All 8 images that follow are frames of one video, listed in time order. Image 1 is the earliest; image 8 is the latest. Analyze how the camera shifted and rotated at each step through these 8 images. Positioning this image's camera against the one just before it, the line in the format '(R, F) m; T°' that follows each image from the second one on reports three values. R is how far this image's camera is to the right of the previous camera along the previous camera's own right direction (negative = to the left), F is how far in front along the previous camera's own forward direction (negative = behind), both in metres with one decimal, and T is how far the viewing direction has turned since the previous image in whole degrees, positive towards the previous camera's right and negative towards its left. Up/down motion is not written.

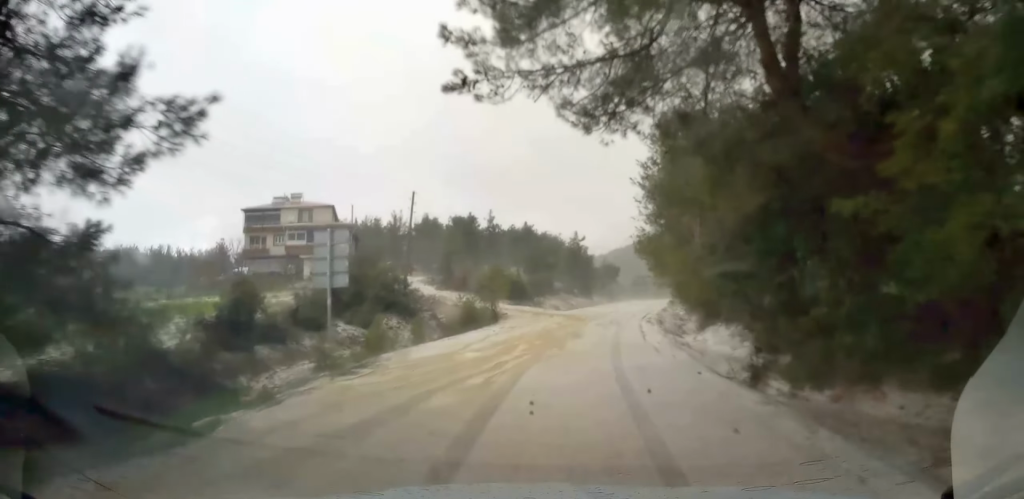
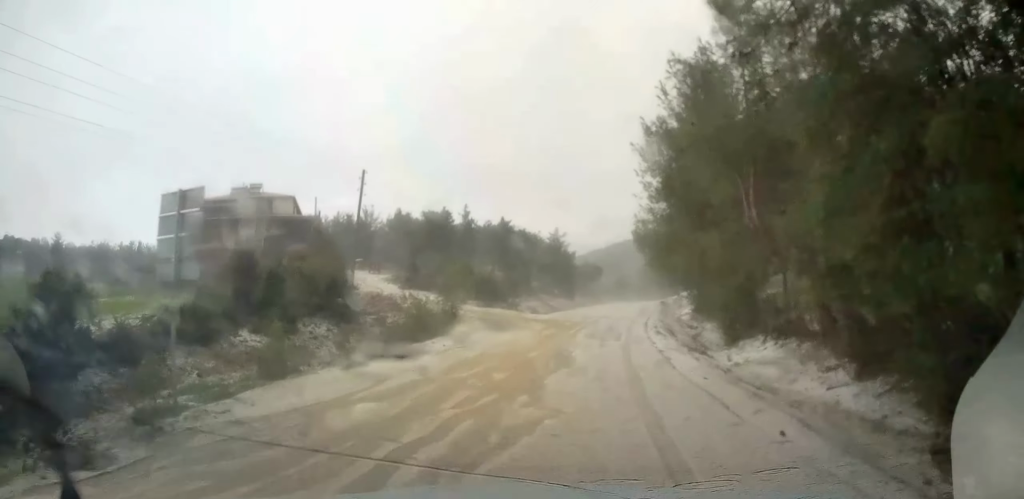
(+0.3, +7.0) m; +4°
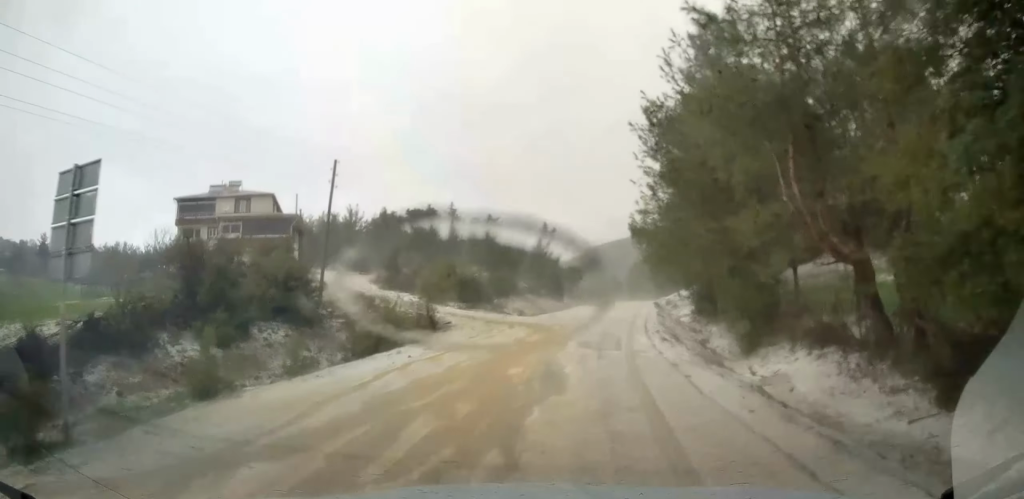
(+0.1, +2.8) m; +1°
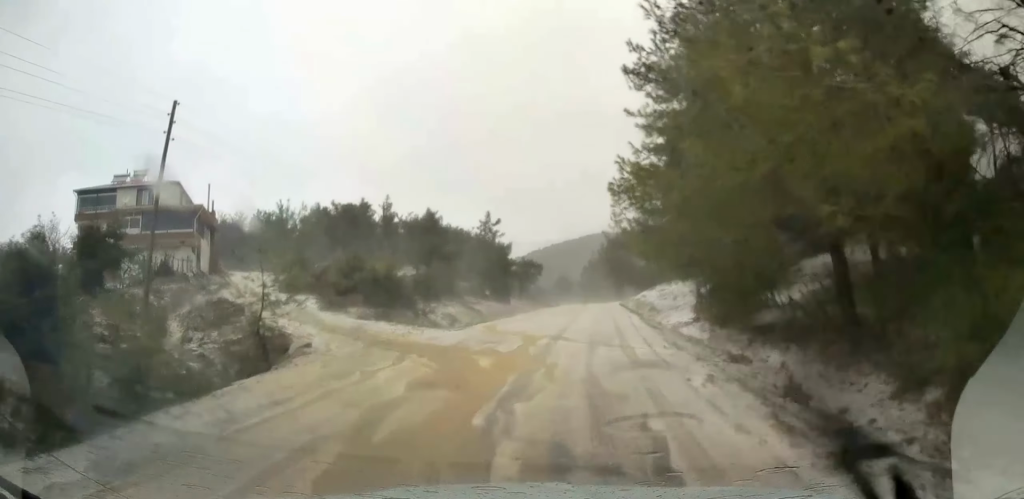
(+0.2, +11.0) m; +2°
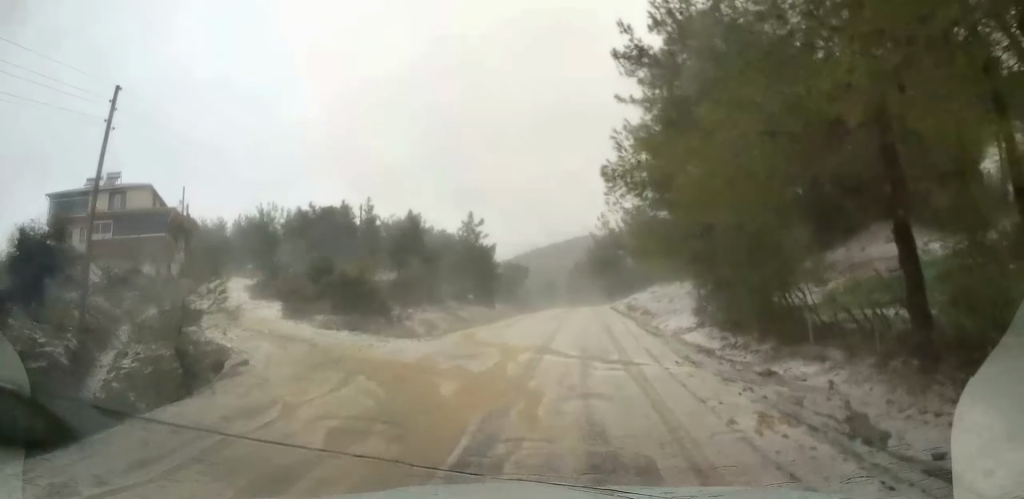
(+0.1, +2.9) m; 0°
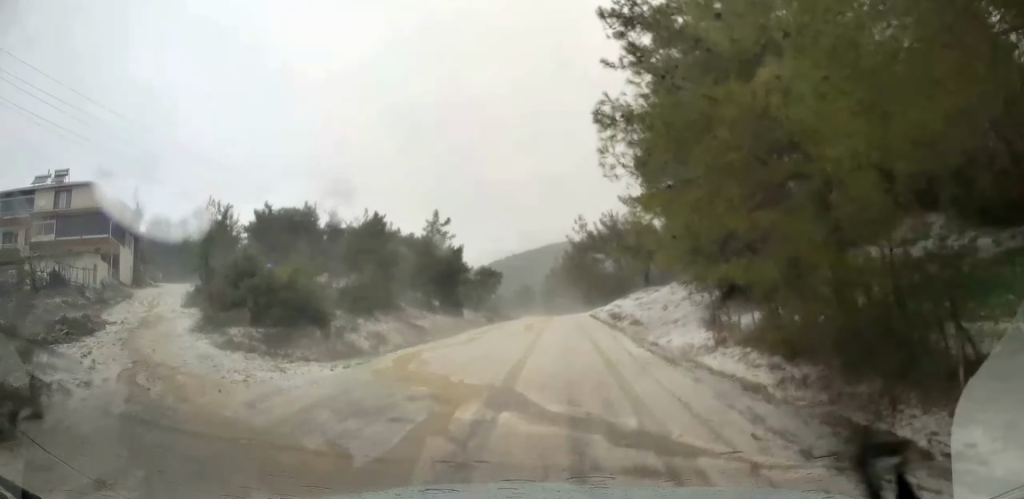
(-0.1, +6.3) m; +3°
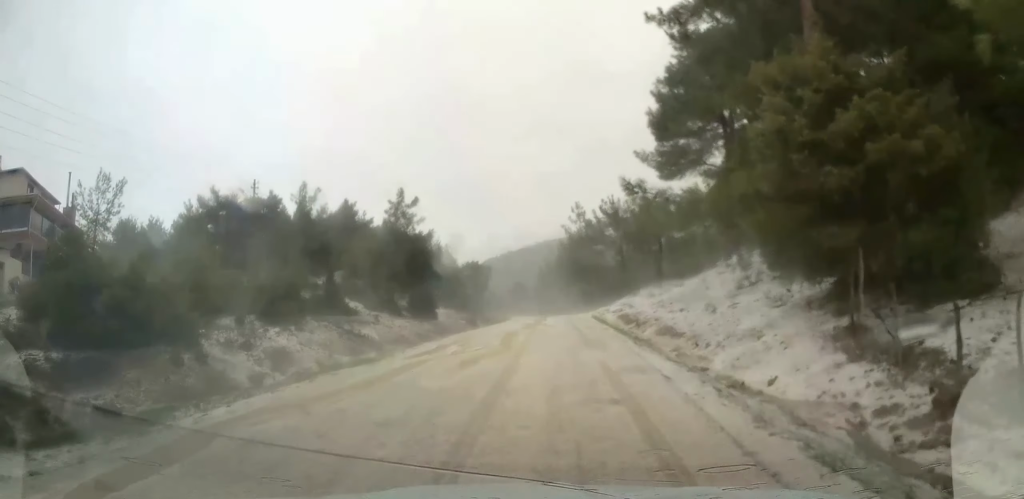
(+0.6, +11.2) m; +3°
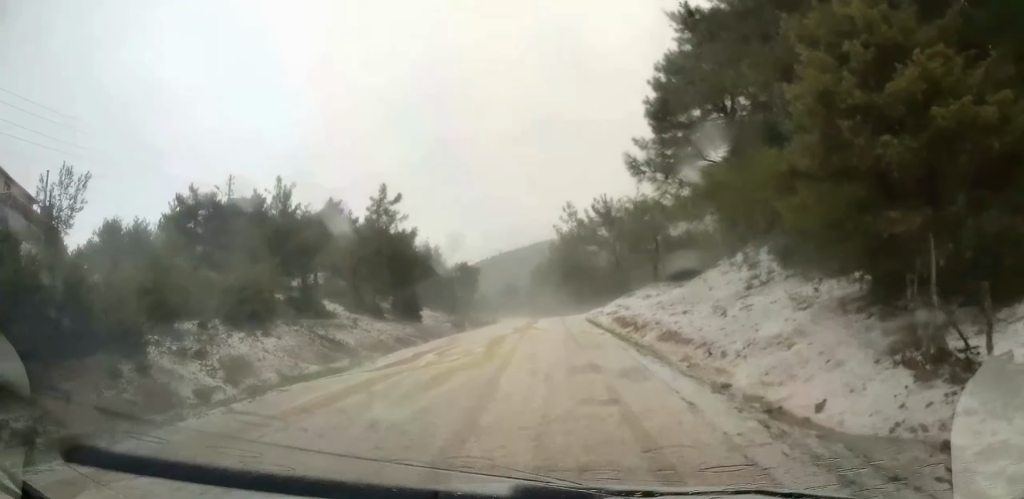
(+0.1, +2.4) m; -1°
